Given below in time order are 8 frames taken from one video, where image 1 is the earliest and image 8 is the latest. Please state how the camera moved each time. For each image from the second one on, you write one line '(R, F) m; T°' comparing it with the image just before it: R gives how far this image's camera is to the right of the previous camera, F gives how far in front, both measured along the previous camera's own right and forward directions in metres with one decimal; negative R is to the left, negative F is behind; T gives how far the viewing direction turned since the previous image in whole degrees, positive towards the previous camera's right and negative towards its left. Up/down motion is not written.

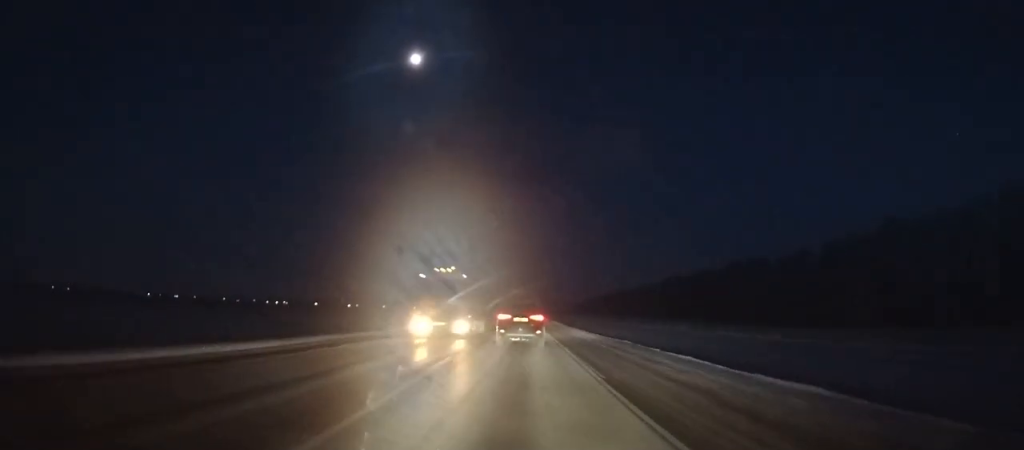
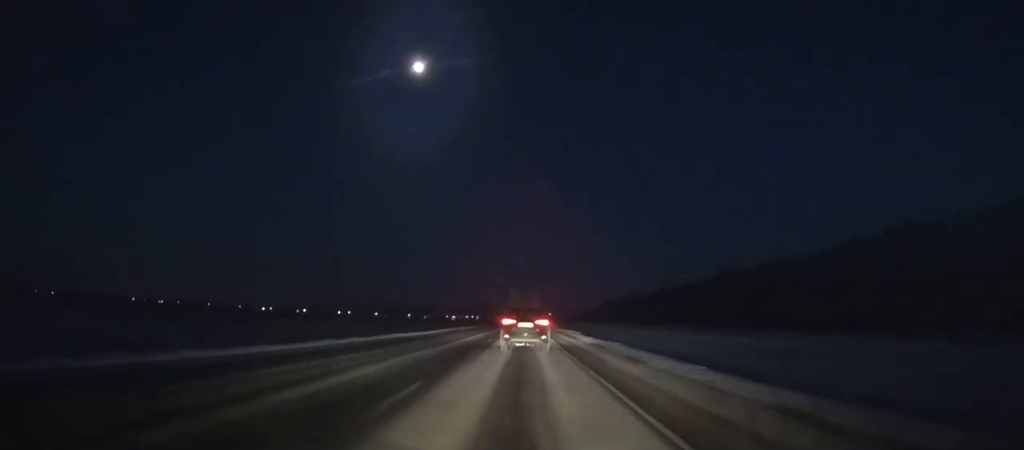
(0.0, +63.8) m; 0°
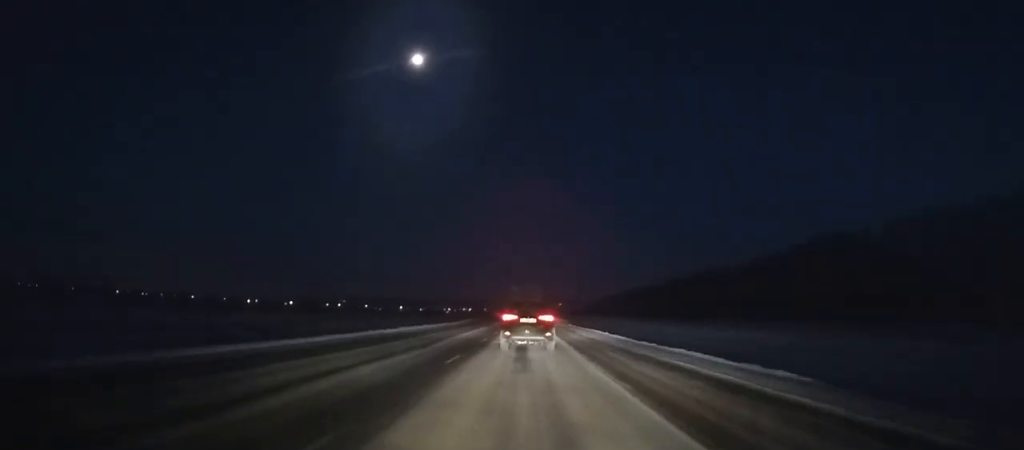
(0.0, +50.8) m; 0°
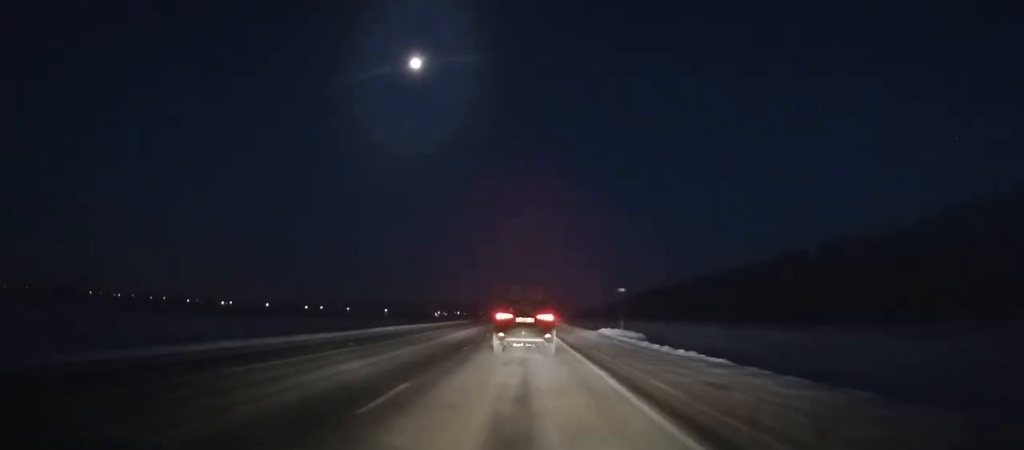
(-0.1, +79.2) m; 0°
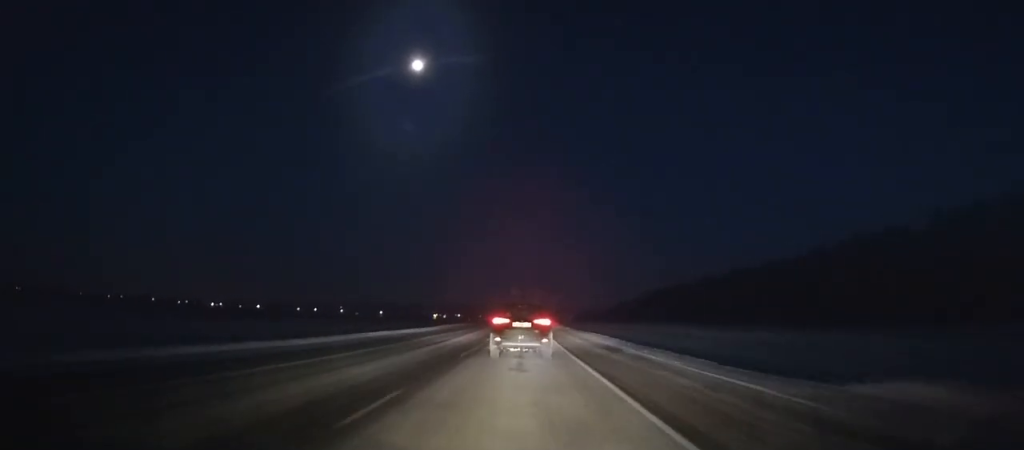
(0.0, +36.0) m; 0°
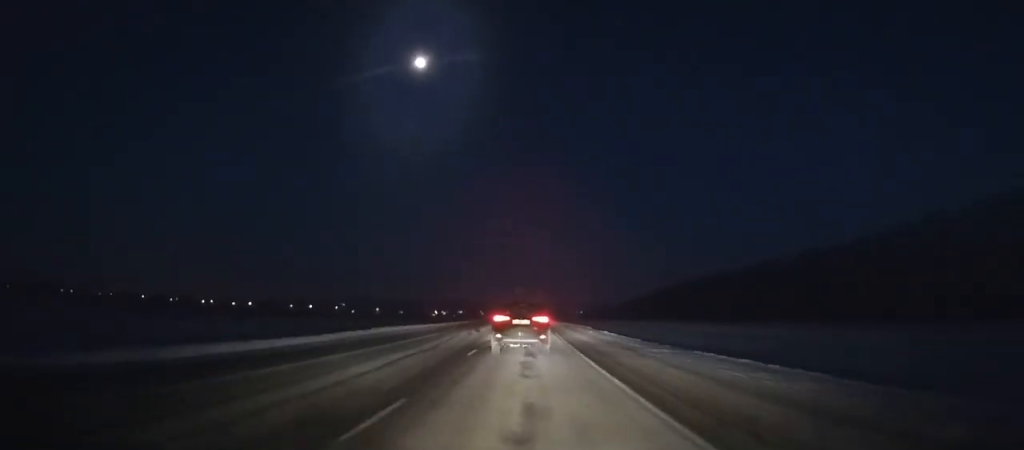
(-0.2, +37.5) m; 0°
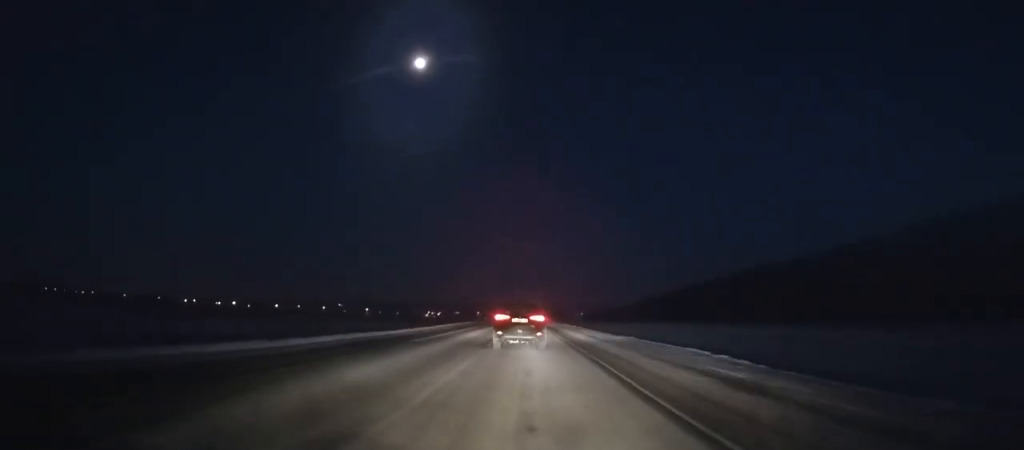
(-0.1, +42.8) m; 0°
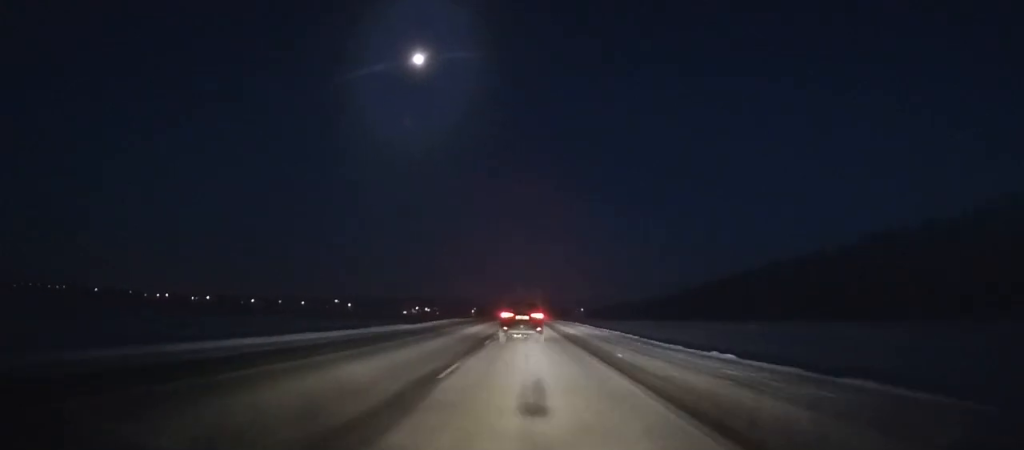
(+0.3, +59.8) m; 0°
